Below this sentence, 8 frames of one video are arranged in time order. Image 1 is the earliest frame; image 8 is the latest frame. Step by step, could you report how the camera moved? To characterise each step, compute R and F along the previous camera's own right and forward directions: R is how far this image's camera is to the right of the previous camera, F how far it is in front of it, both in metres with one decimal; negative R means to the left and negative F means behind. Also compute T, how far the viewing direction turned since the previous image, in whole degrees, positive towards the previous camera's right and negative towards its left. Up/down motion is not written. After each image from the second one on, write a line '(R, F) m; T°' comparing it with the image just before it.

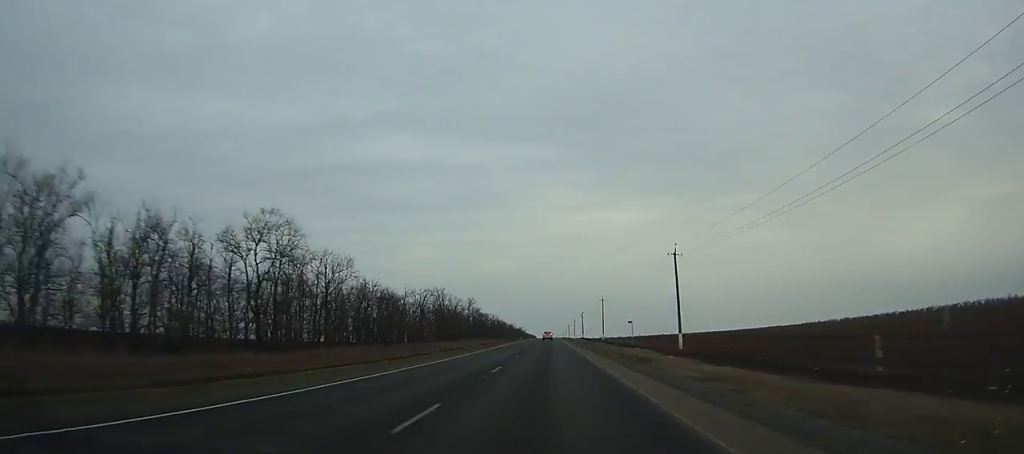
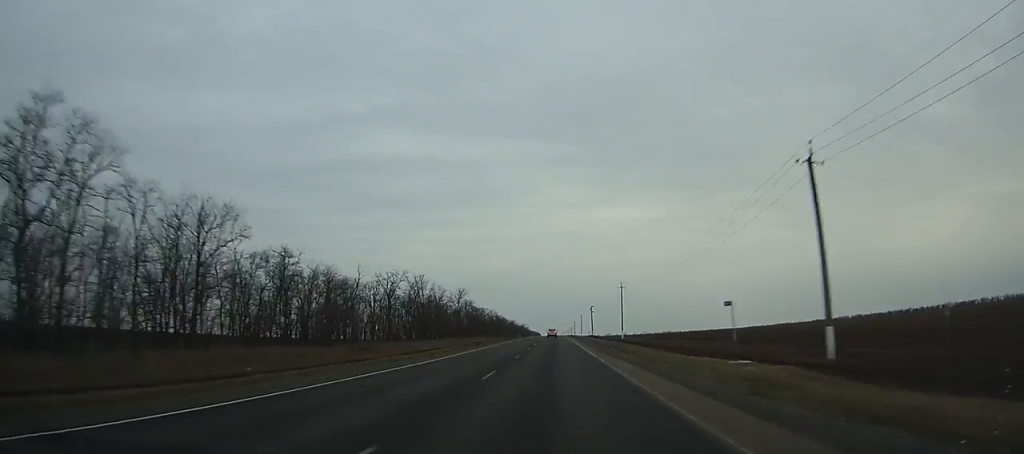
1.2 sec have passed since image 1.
(+0.1, +28.5) m; 0°
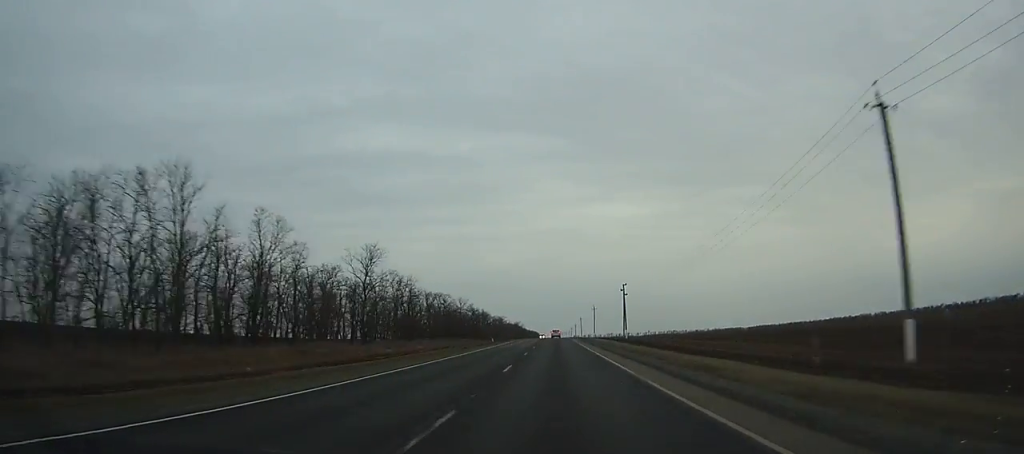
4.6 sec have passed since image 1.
(-0.2, +81.8) m; 0°
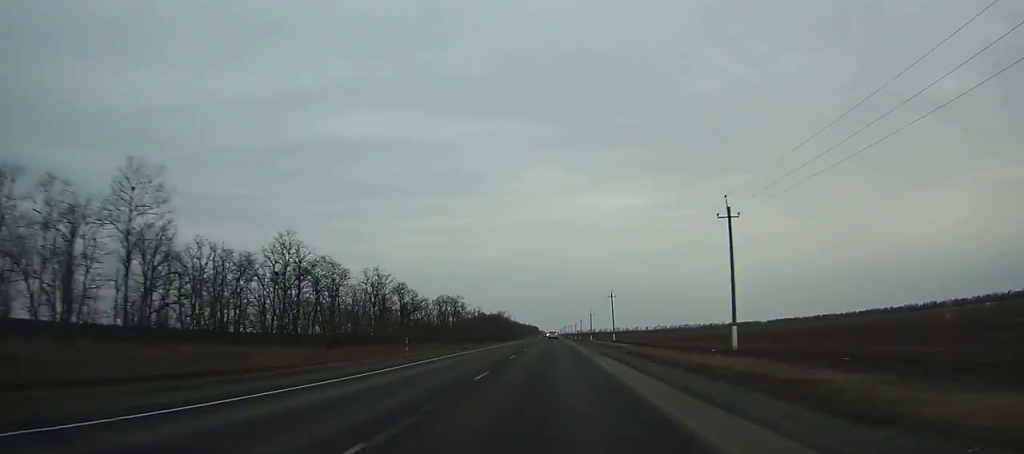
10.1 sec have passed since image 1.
(0.0, +135.9) m; 0°
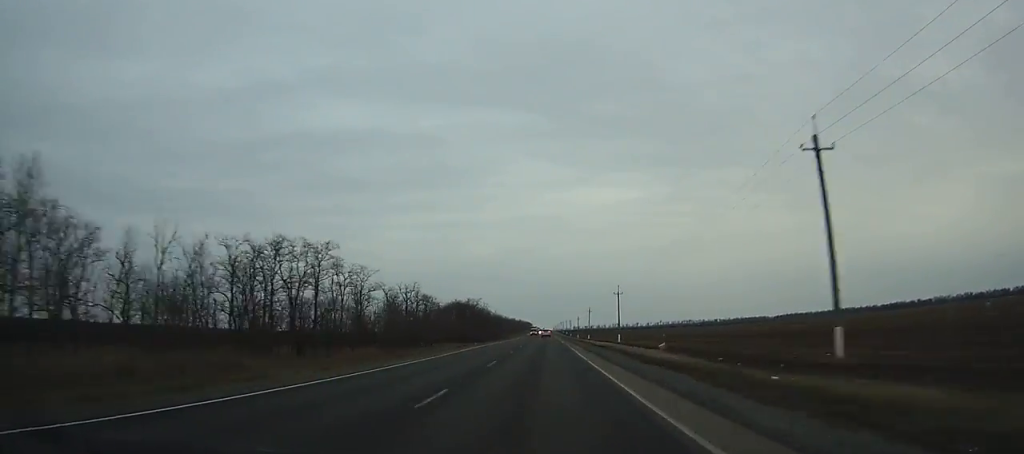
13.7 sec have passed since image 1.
(0.0, +90.7) m; 0°
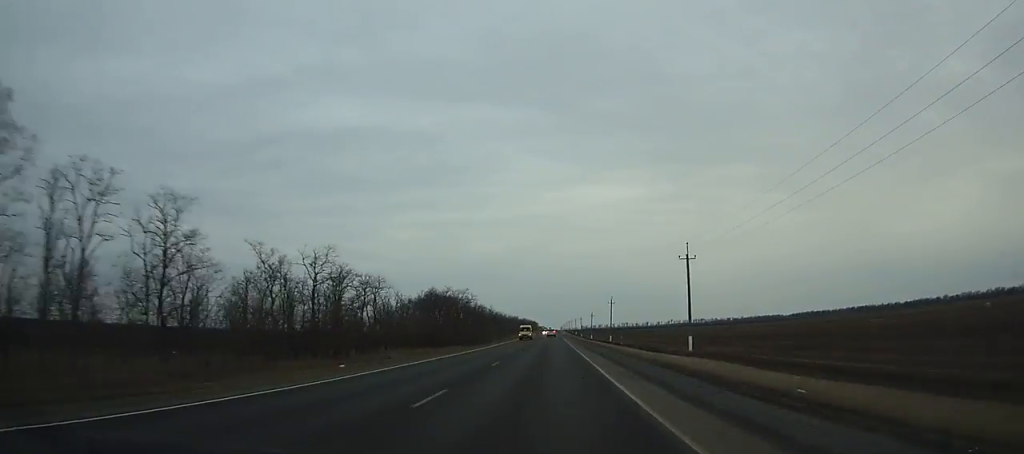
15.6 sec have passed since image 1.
(-0.2, +48.5) m; 0°
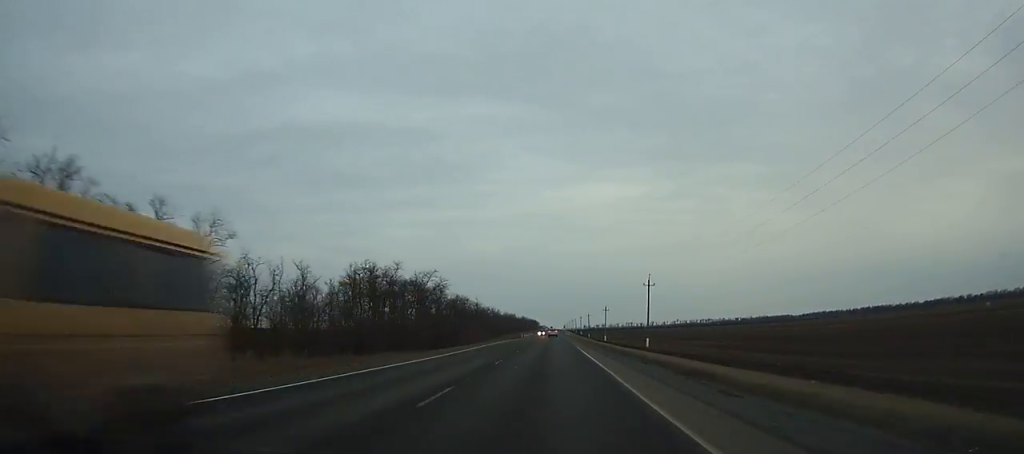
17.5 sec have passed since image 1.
(-0.1, +48.7) m; 0°
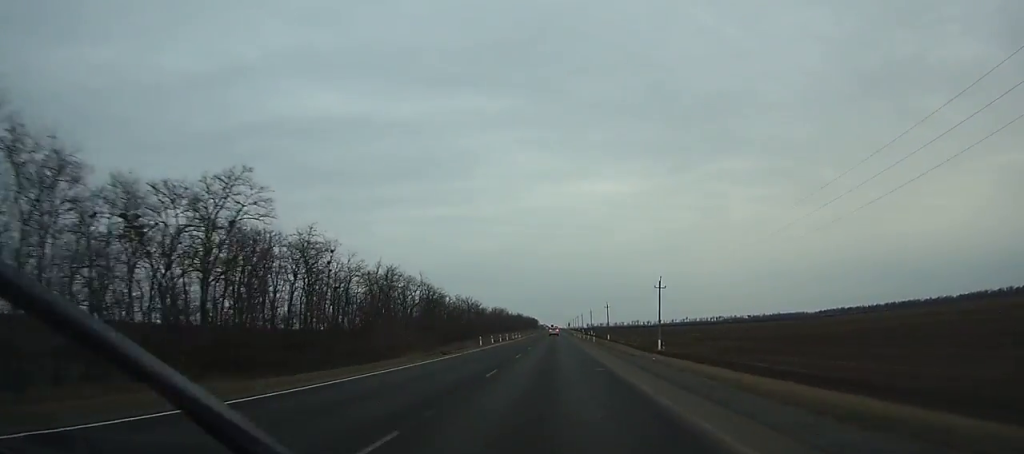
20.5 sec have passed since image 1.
(0.0, +77.1) m; 0°
